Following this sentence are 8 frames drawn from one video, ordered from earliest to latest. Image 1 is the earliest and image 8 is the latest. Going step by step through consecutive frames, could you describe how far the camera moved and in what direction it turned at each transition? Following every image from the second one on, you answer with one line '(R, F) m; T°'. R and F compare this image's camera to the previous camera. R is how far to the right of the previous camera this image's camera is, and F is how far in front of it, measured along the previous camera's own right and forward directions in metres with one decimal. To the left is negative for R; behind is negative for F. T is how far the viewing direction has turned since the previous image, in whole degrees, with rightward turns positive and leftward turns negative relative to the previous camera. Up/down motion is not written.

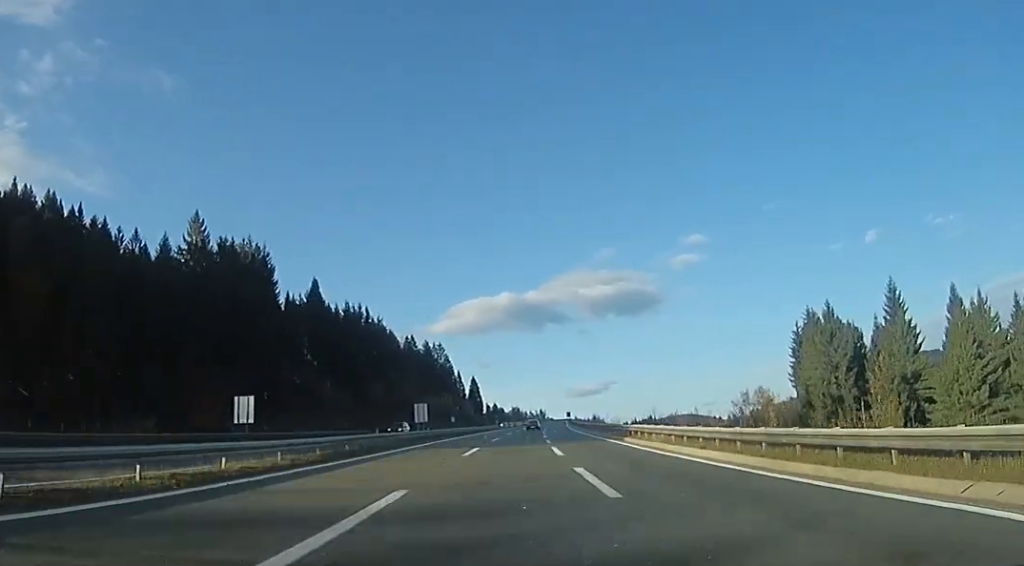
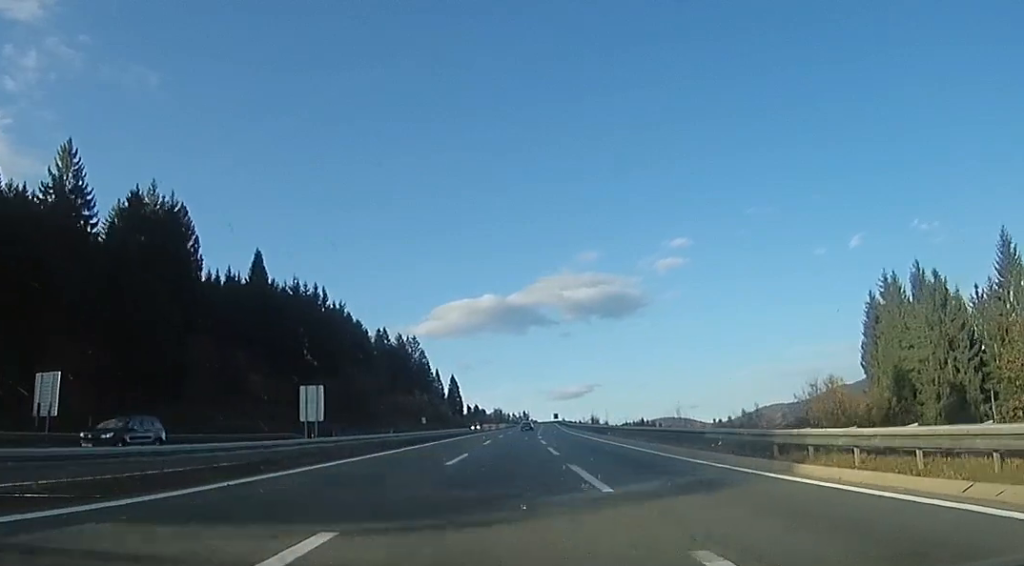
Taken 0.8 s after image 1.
(-0.2, +23.0) m; 0°
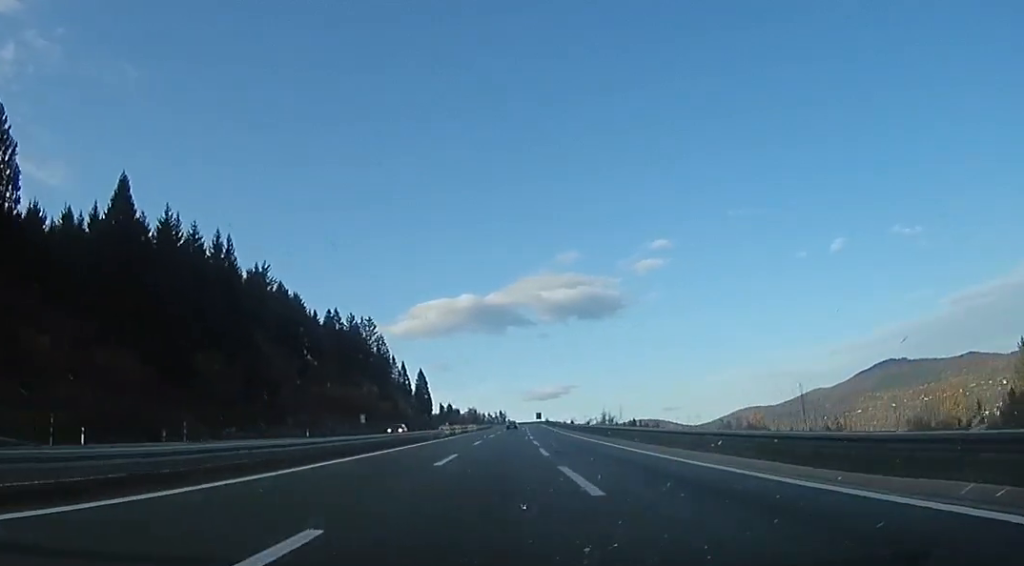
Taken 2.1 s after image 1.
(+0.3, +36.3) m; +3°
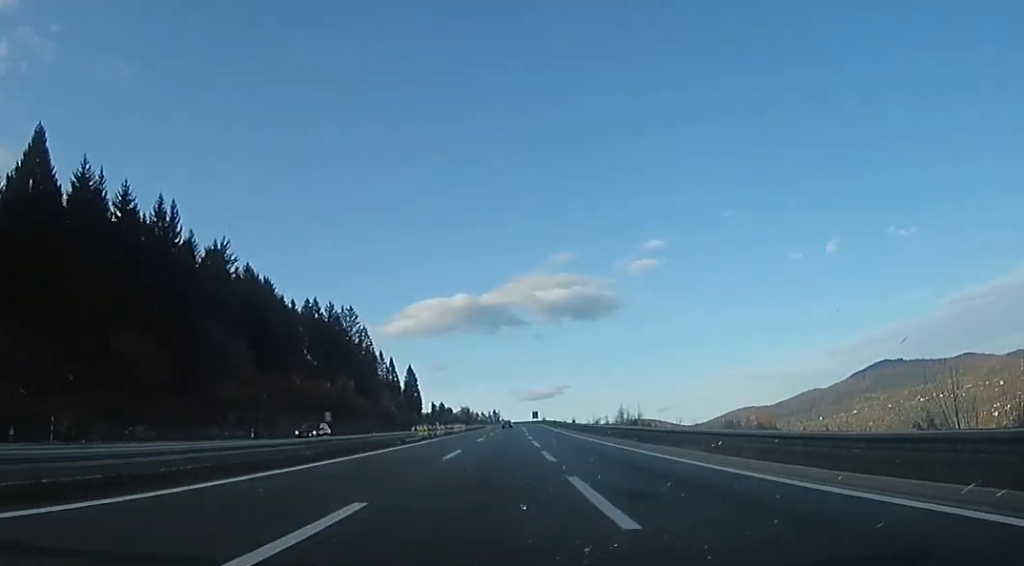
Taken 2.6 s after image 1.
(+0.4, +15.2) m; +1°
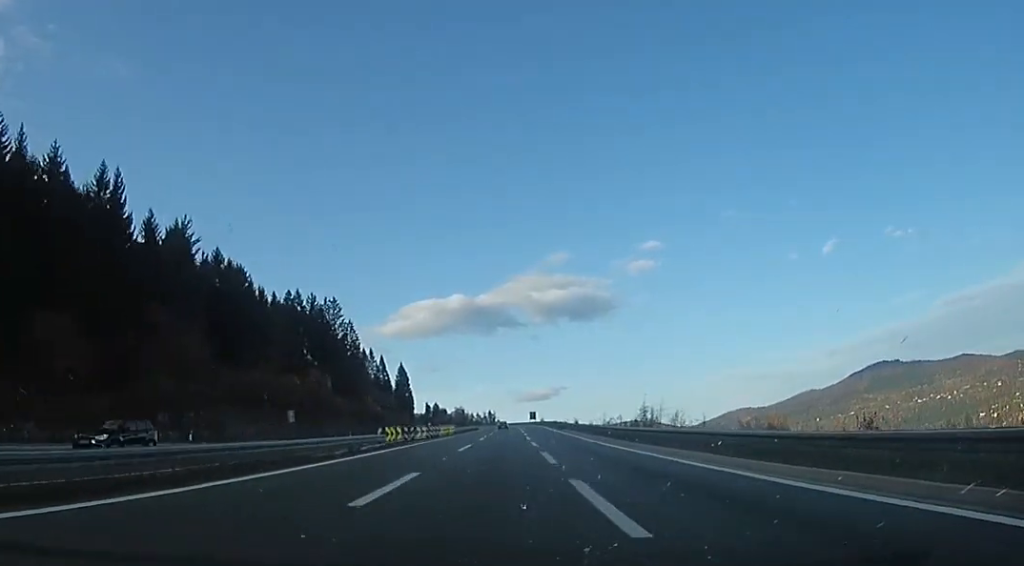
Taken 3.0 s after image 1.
(+0.5, +11.9) m; 0°
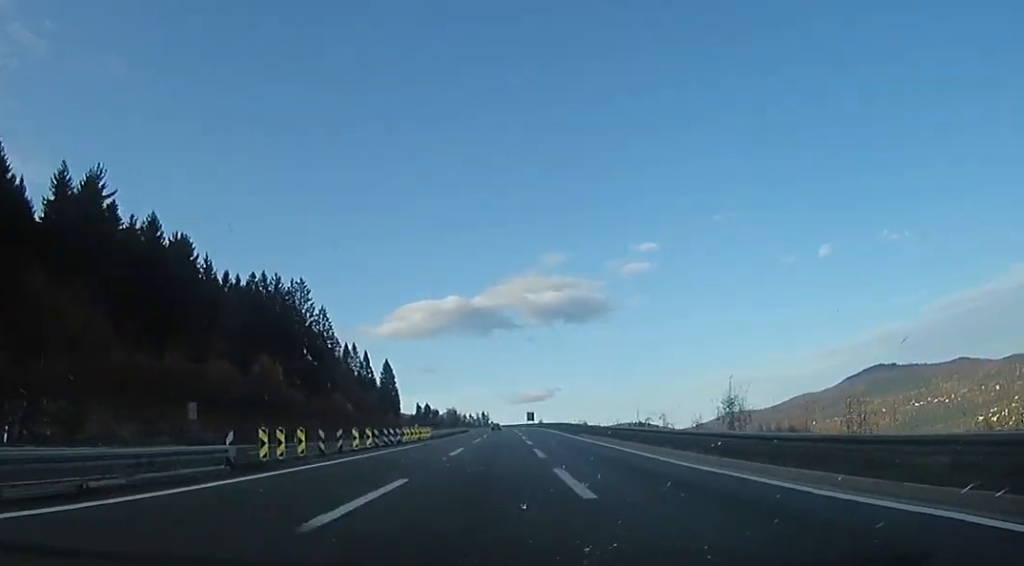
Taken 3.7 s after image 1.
(-0.3, +20.5) m; 0°
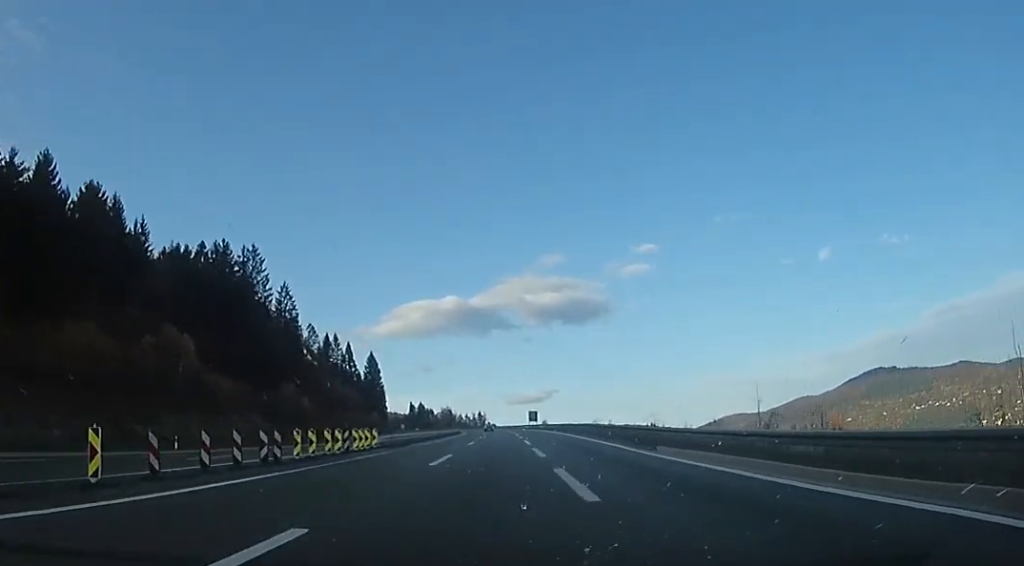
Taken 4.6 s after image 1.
(-0.2, +24.4) m; 0°
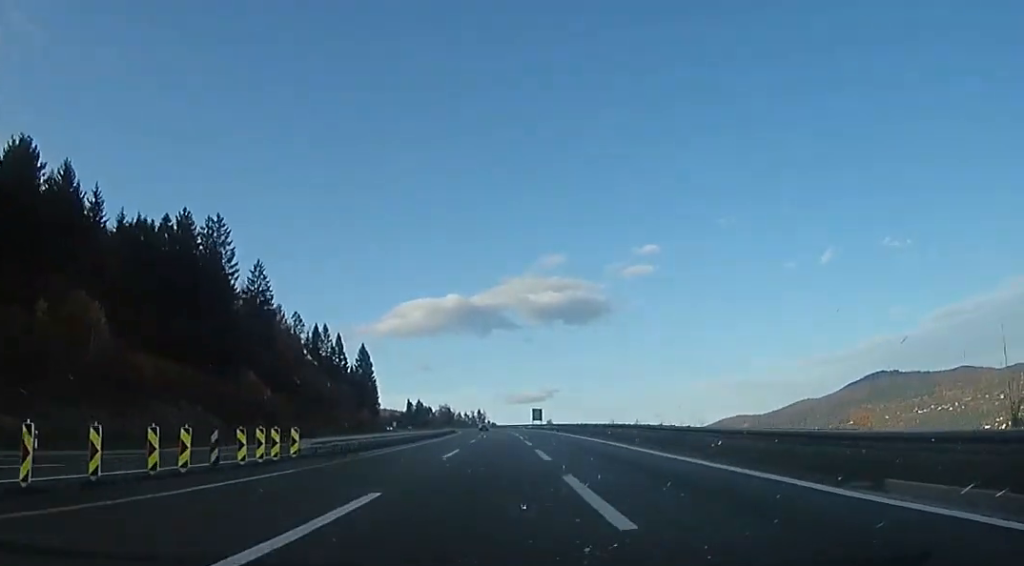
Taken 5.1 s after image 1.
(+0.5, +14.4) m; 0°
